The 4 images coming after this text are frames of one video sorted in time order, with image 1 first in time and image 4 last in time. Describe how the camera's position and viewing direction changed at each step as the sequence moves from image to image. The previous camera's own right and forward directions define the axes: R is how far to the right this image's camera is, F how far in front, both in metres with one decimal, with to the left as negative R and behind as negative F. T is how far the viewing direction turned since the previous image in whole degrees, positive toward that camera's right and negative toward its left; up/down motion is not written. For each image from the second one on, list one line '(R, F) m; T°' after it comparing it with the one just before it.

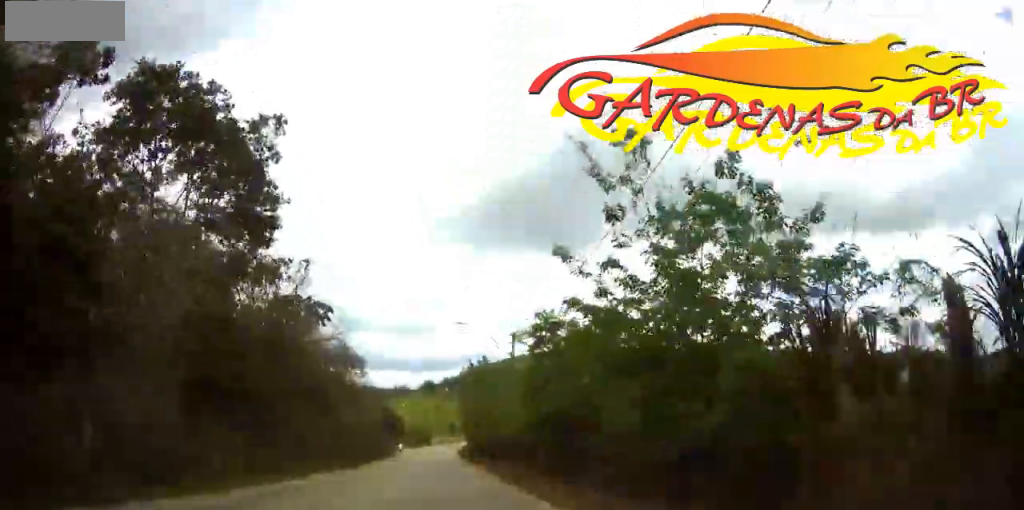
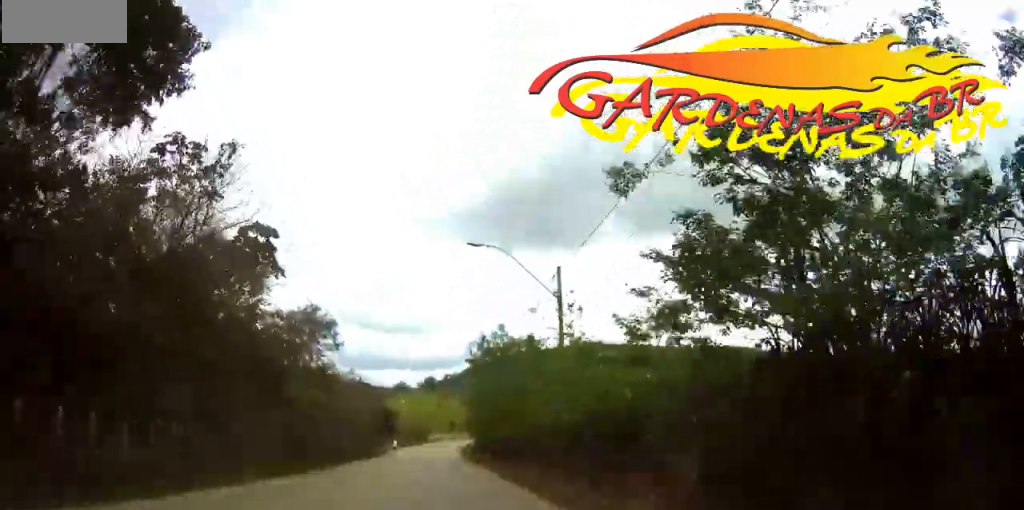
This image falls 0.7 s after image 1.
(-0.2, +13.5) m; 0°
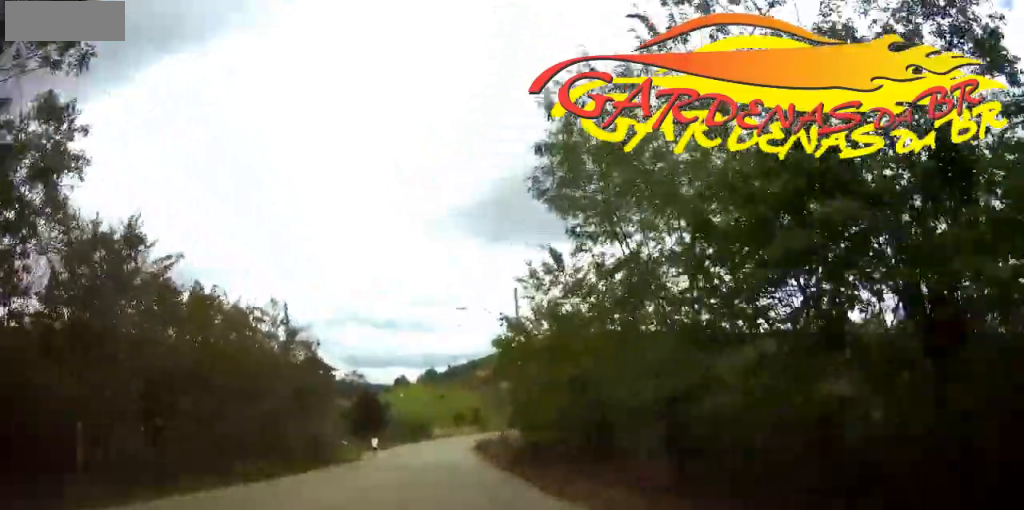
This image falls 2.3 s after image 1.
(+0.4, +30.6) m; +1°
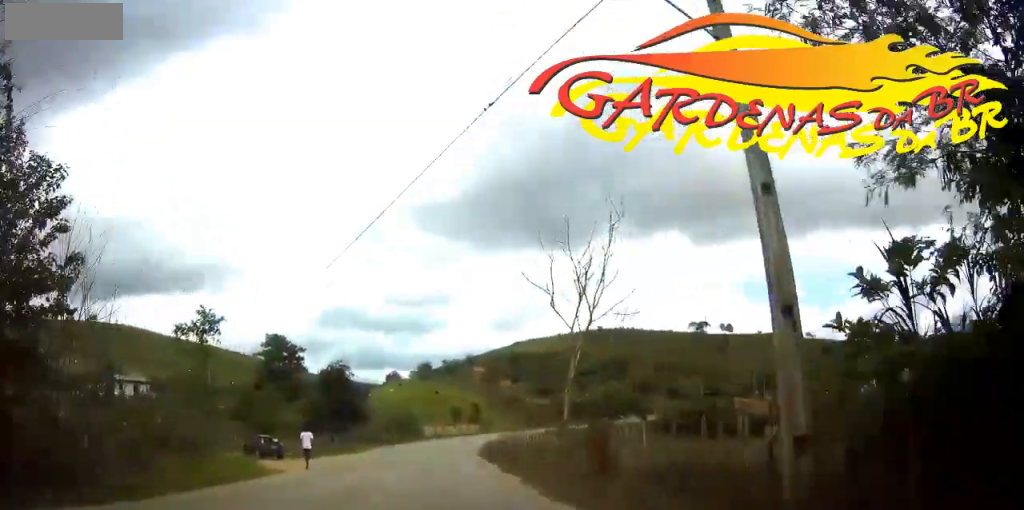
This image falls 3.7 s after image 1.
(0.0, +26.6) m; 0°
